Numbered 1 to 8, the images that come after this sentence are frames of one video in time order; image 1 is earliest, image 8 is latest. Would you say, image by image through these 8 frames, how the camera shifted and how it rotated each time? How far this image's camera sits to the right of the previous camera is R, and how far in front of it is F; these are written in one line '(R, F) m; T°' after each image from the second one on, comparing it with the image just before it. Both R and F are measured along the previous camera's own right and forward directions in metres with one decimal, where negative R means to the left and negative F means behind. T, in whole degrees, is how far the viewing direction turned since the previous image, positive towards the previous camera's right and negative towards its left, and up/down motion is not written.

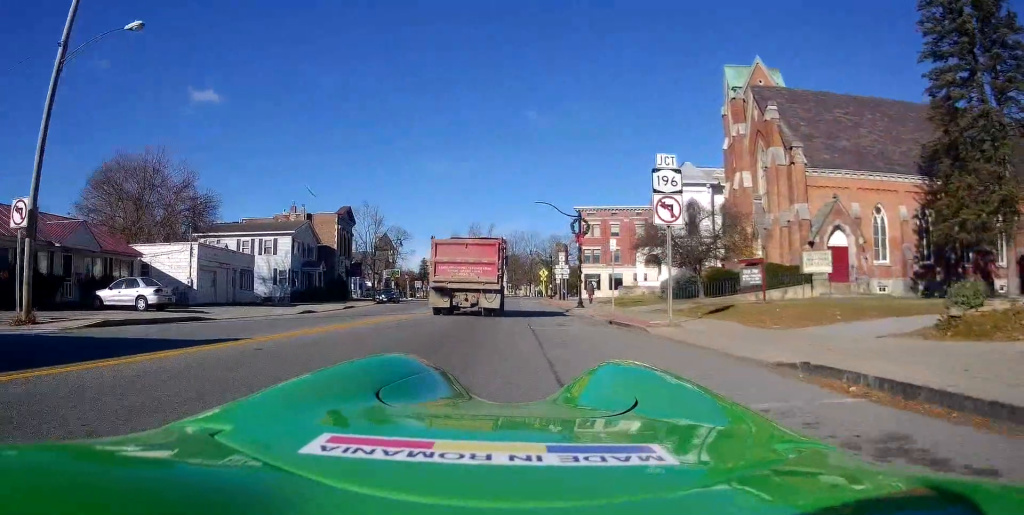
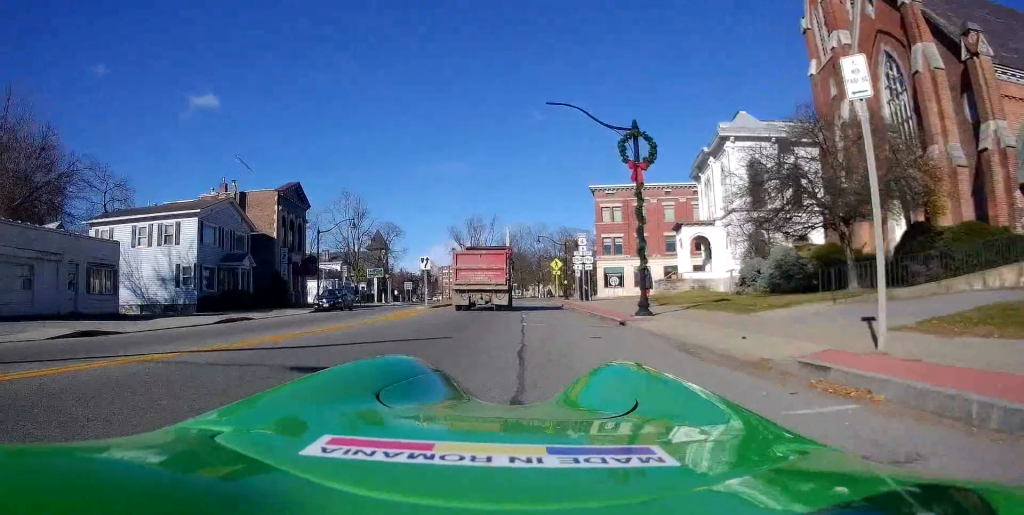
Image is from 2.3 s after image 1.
(-1.5, +17.5) m; -6°
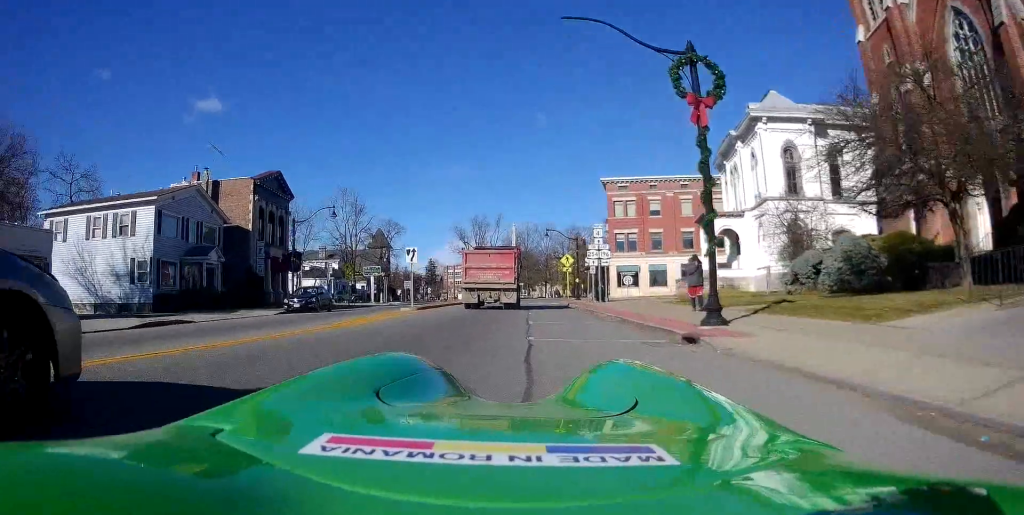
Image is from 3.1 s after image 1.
(+0.3, +6.0) m; +2°
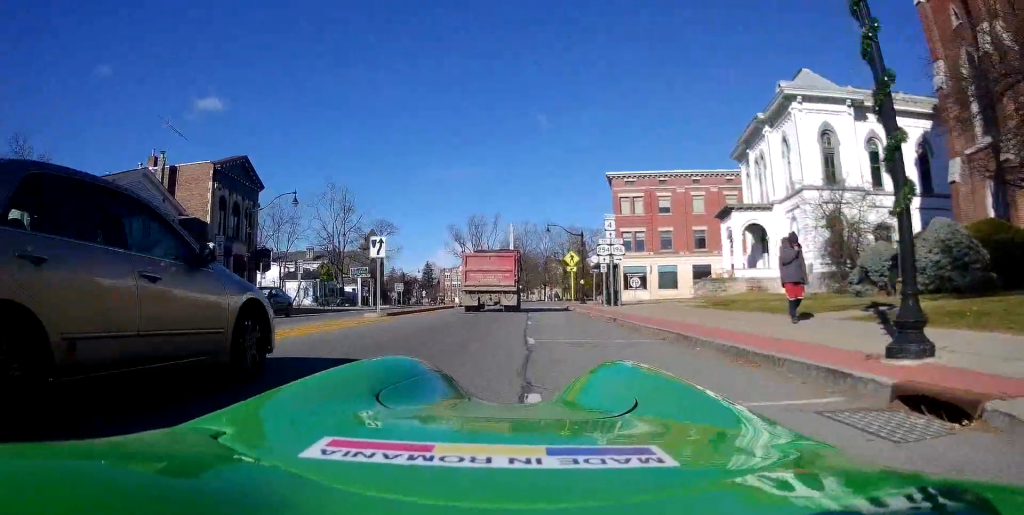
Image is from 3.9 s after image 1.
(+0.1, +6.0) m; +1°
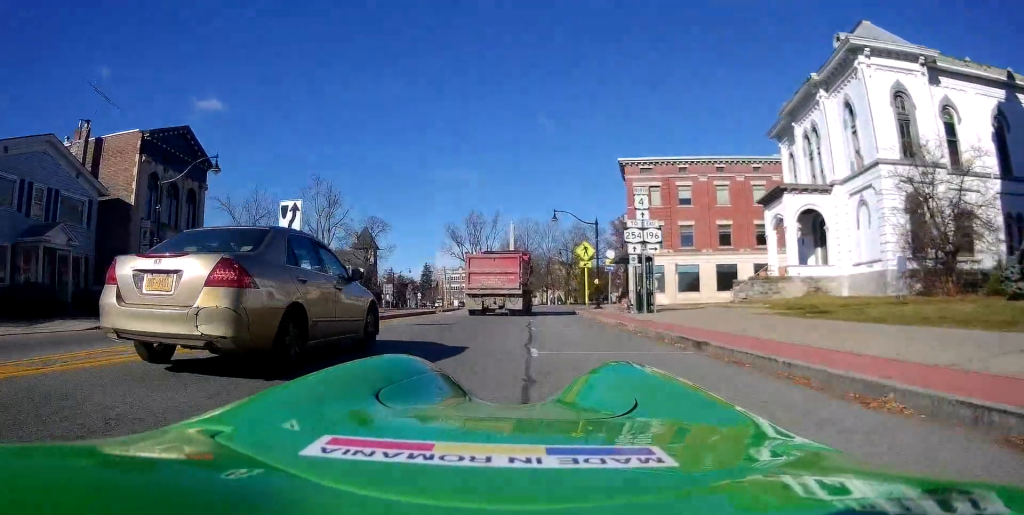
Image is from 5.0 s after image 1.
(0.0, +8.5) m; +2°
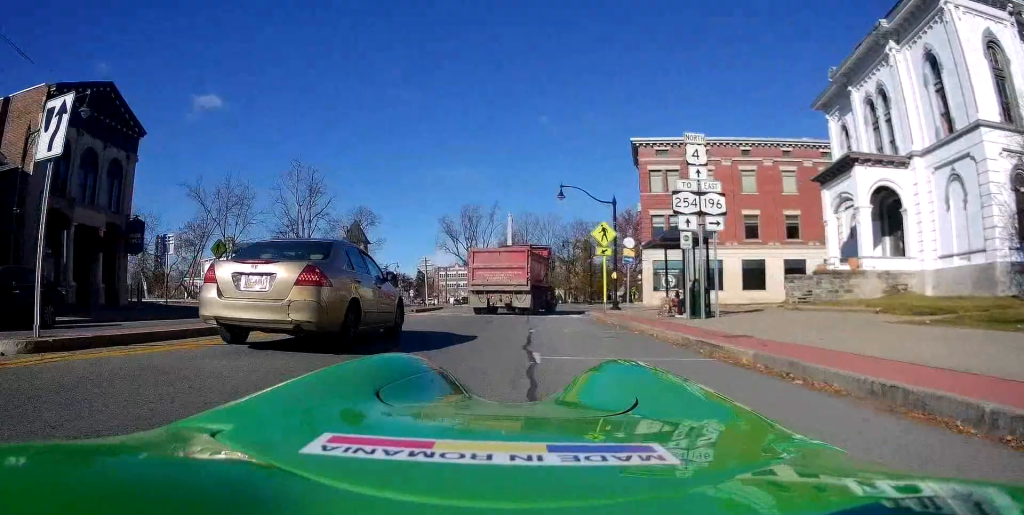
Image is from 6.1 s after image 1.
(+0.3, +8.0) m; +2°
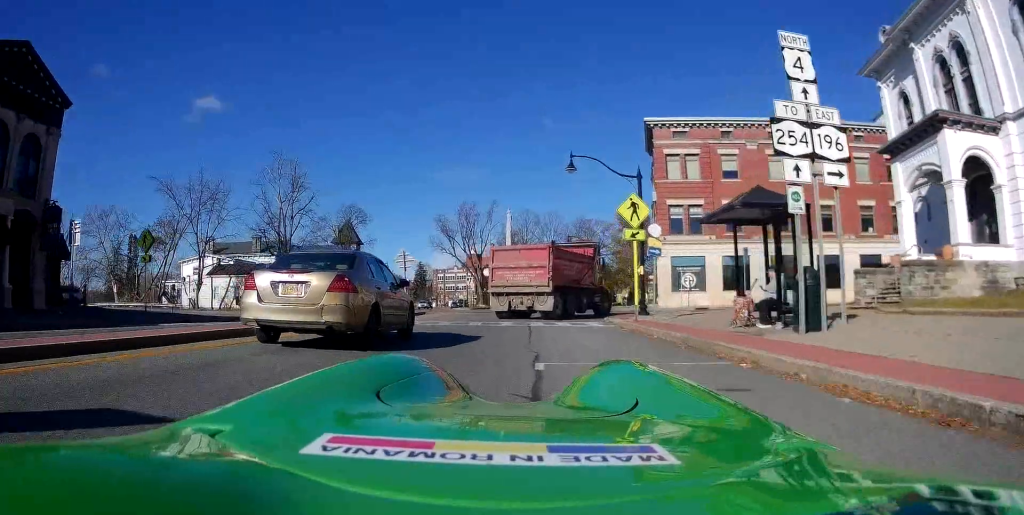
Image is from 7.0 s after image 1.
(-0.1, +6.4) m; -1°
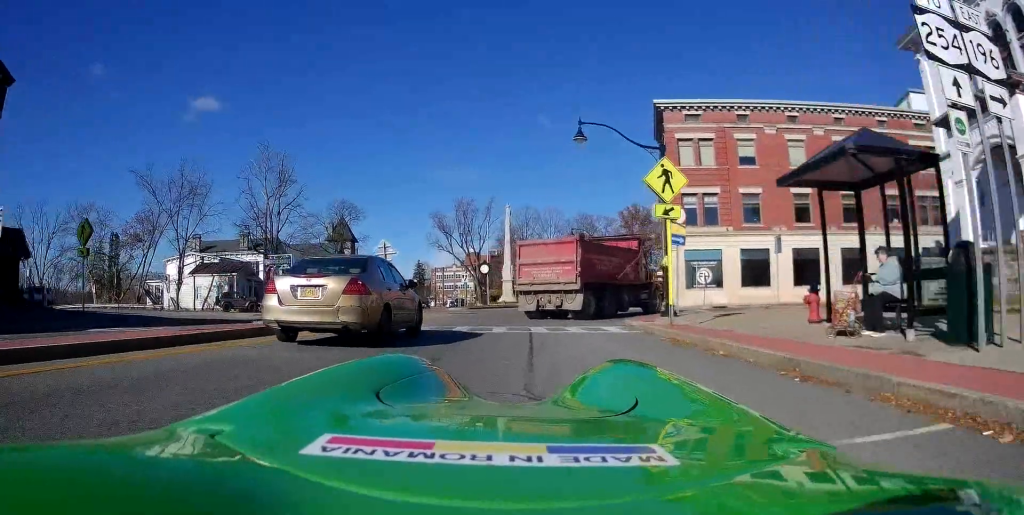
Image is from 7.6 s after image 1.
(0.0, +4.2) m; -1°
